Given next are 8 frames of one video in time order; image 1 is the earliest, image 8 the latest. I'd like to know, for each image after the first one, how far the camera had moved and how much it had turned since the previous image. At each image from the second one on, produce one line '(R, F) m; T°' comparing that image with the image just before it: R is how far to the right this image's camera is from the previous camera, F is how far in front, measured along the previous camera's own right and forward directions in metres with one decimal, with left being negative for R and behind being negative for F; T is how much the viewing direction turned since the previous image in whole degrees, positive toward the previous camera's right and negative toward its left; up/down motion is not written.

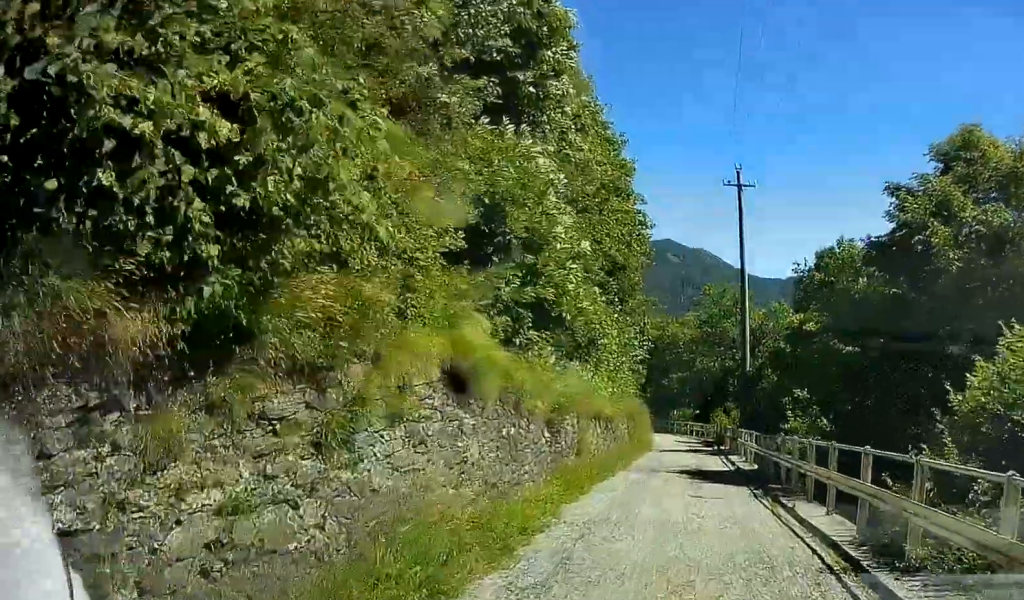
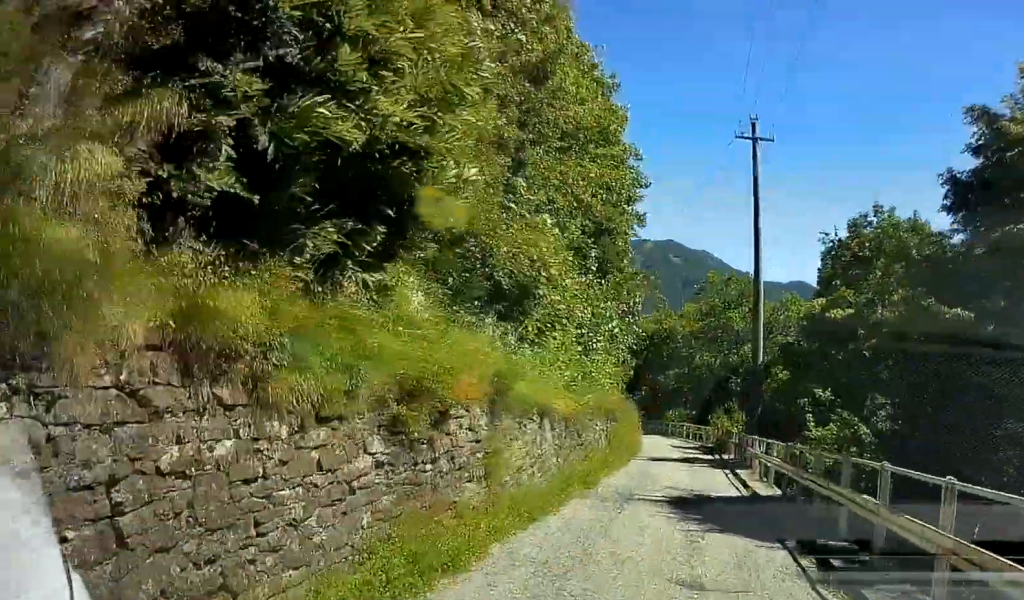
(0.0, +6.4) m; -4°
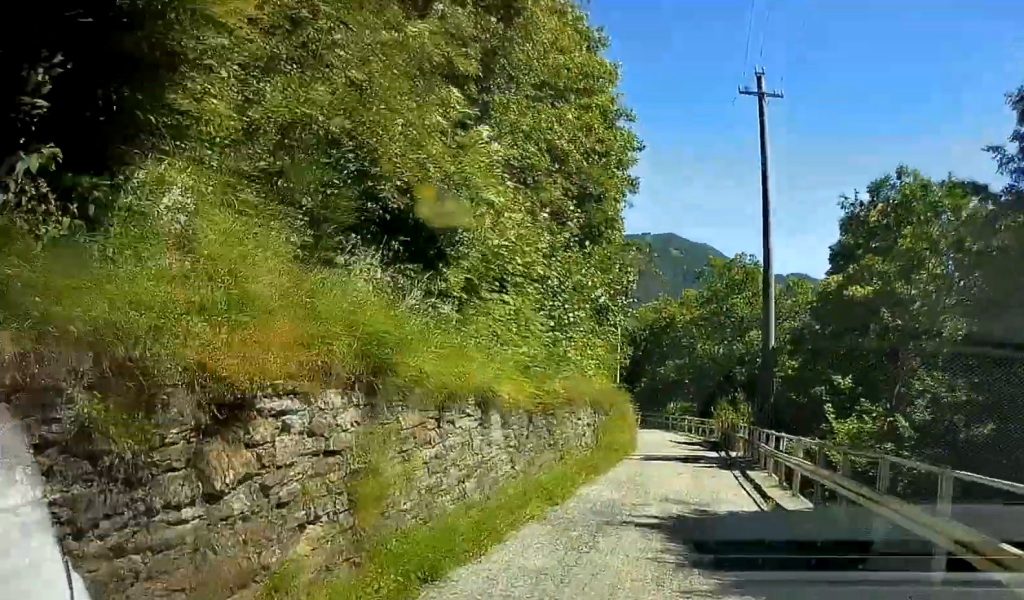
(-0.3, +3.4) m; -1°
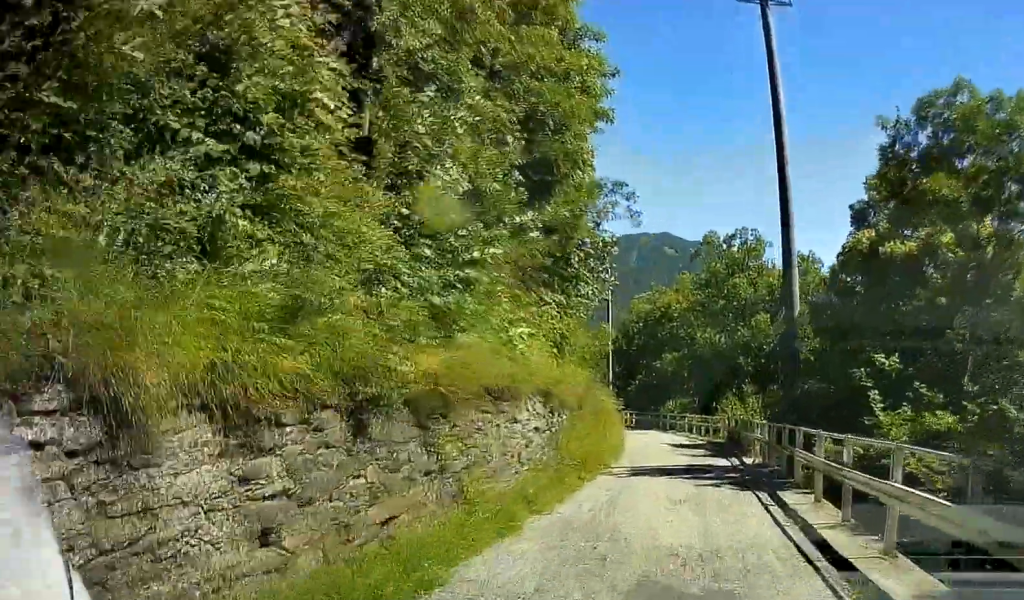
(0.0, +5.8) m; +1°
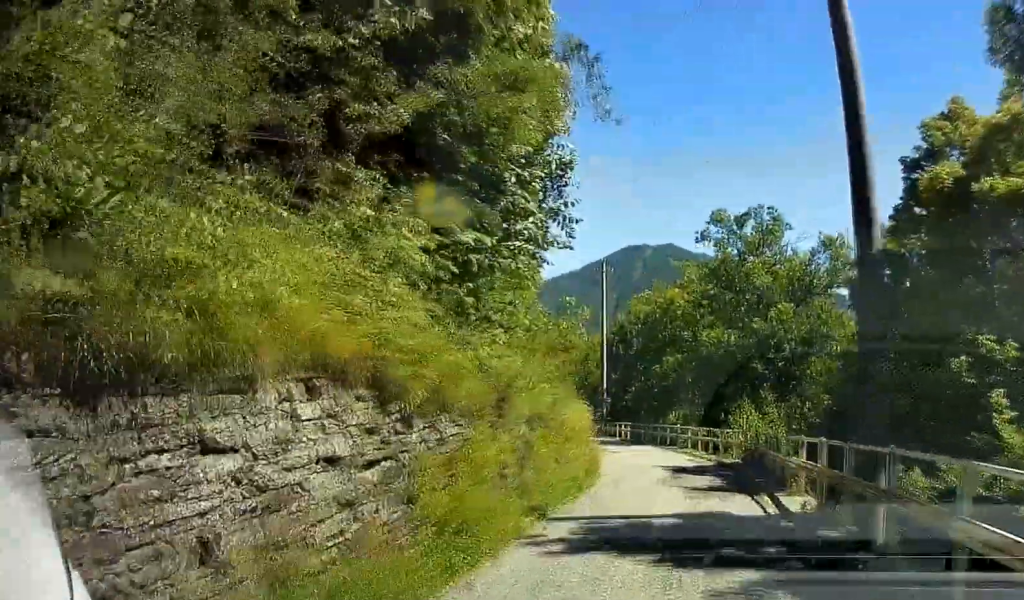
(+0.2, +7.1) m; +3°
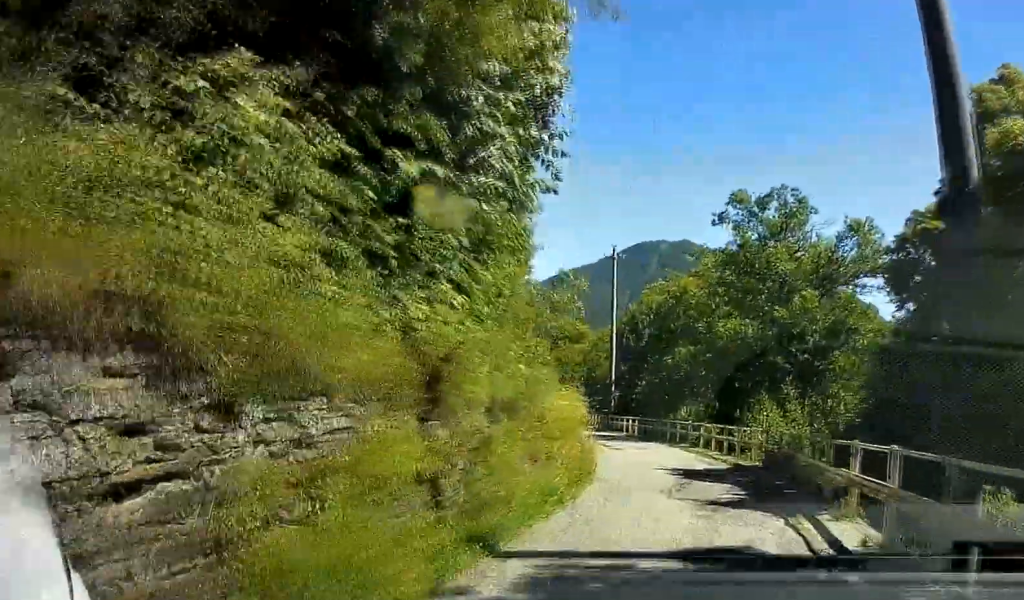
(0.0, +3.0) m; +1°
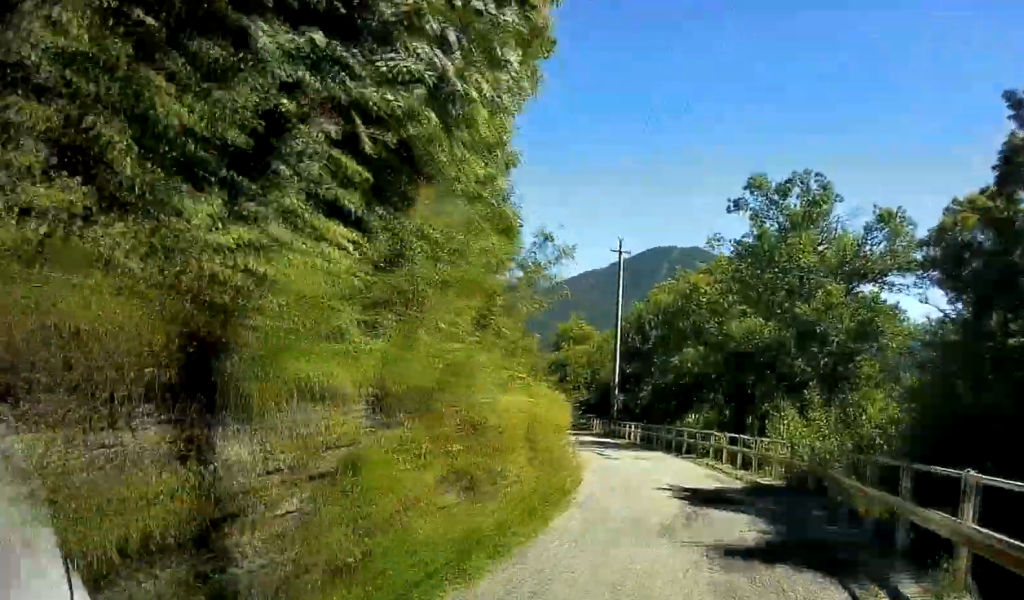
(+0.1, +3.4) m; -1°
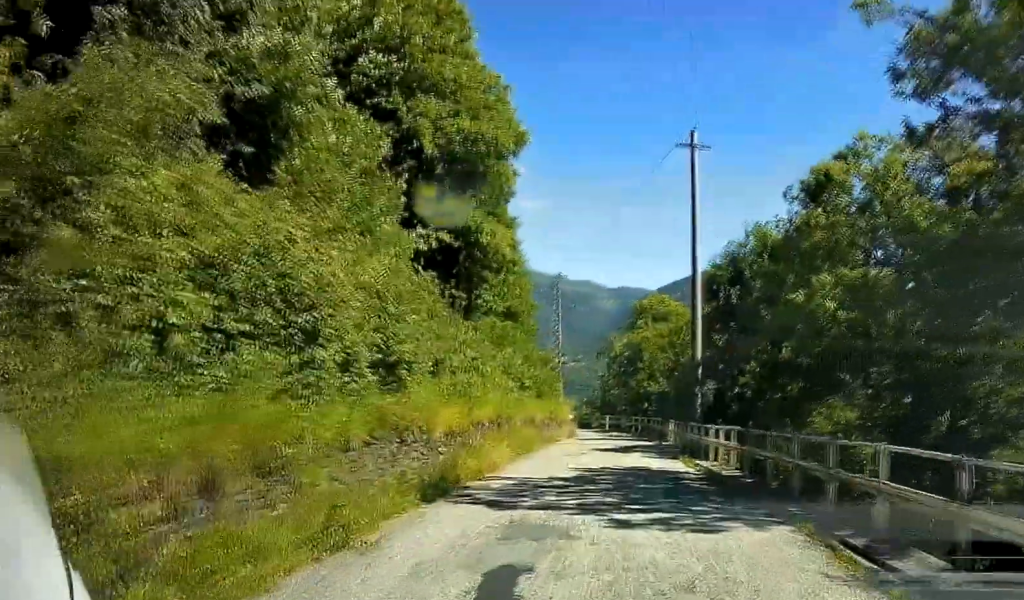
(-2.9, +19.7) m; -24°
